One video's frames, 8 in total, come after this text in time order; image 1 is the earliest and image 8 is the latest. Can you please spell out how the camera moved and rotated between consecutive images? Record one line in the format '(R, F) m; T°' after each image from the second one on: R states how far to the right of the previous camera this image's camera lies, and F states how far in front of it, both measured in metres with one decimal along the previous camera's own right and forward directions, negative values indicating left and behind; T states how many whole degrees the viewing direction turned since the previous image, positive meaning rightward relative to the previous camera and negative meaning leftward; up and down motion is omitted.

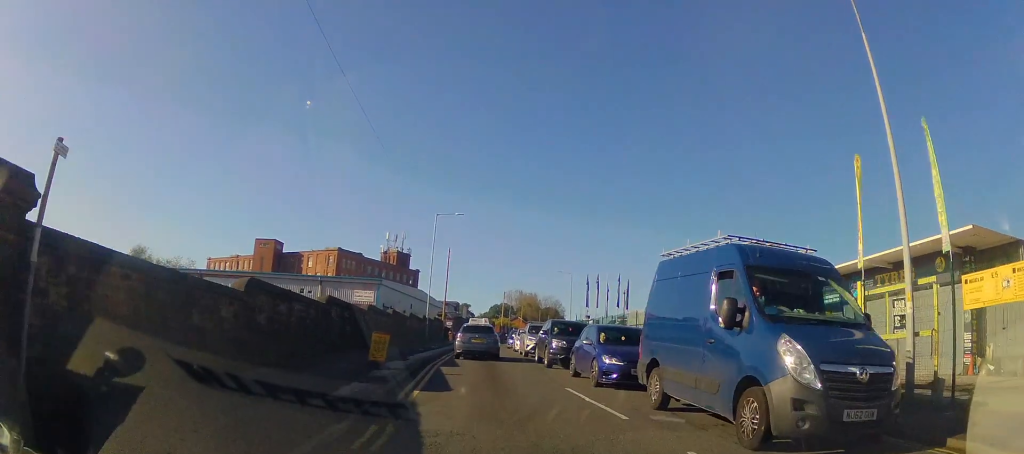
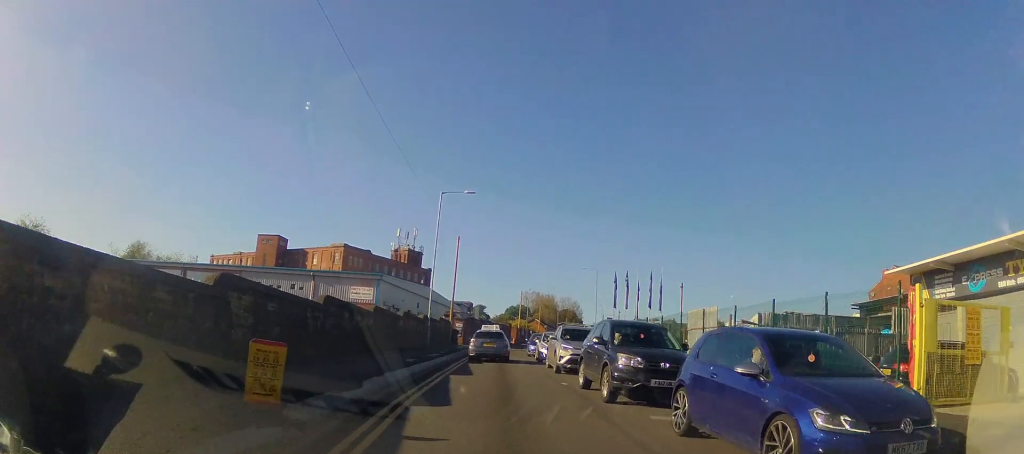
(+0.3, +8.3) m; +1°
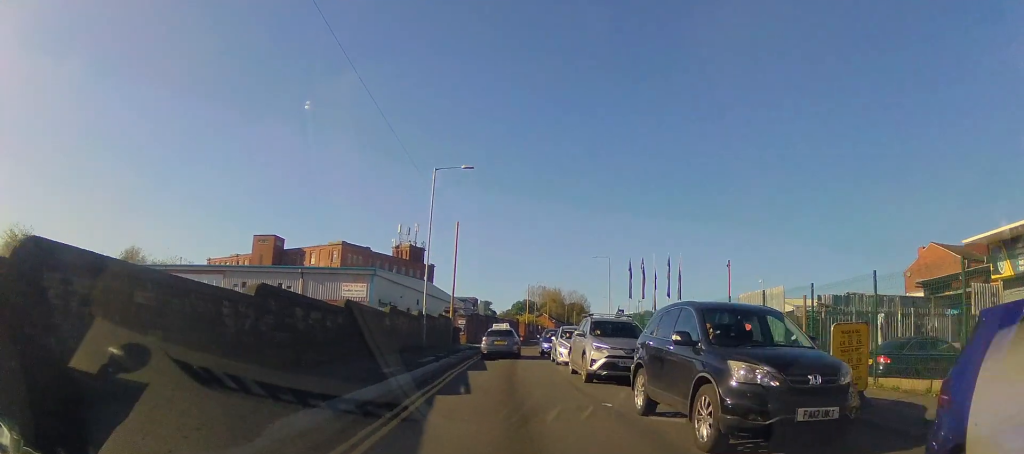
(-0.1, +5.1) m; +2°
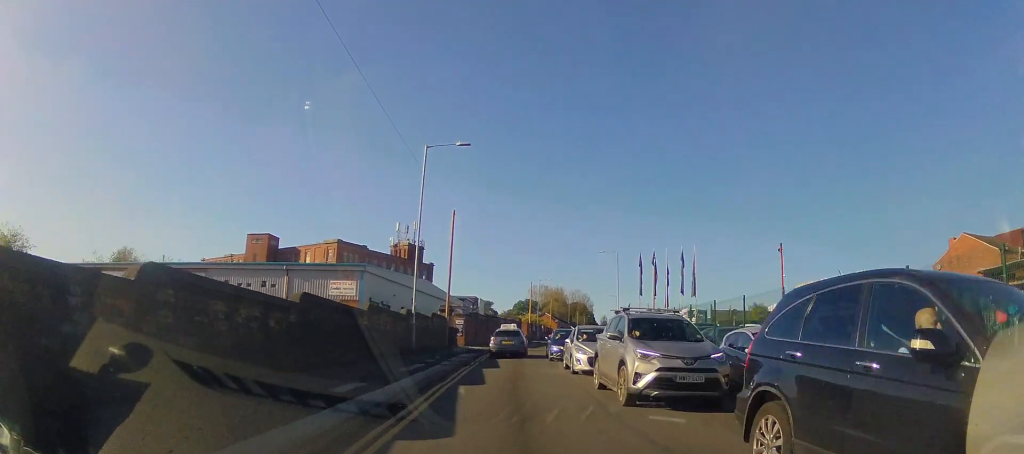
(-0.2, +4.2) m; +1°
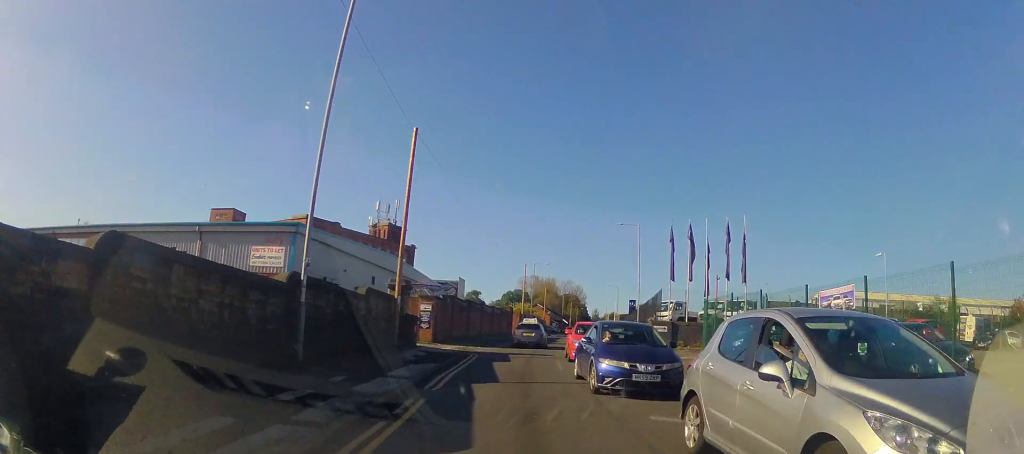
(+0.3, +14.0) m; -1°
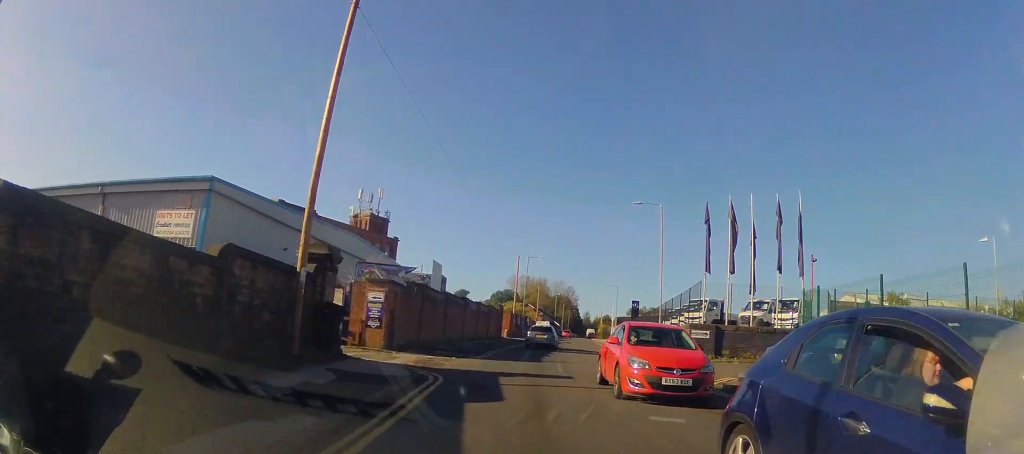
(0.0, +9.8) m; 0°
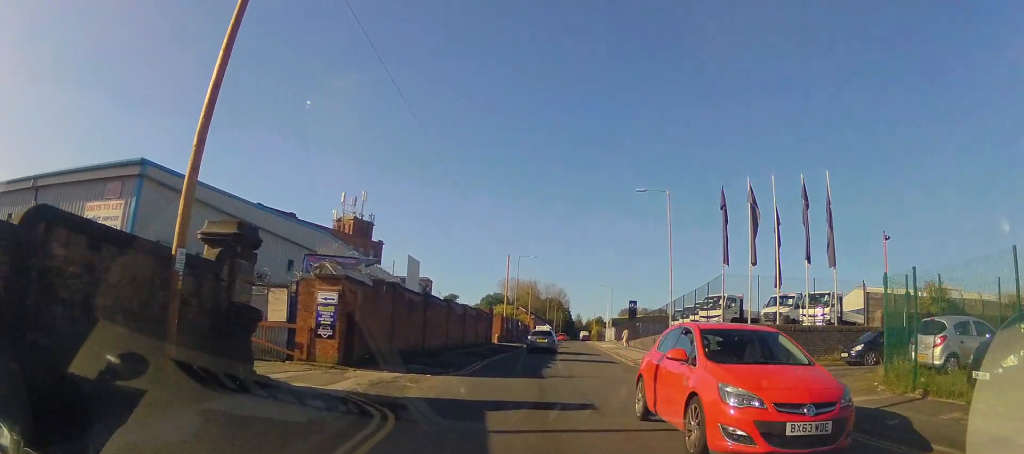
(0.0, +4.6) m; +1°
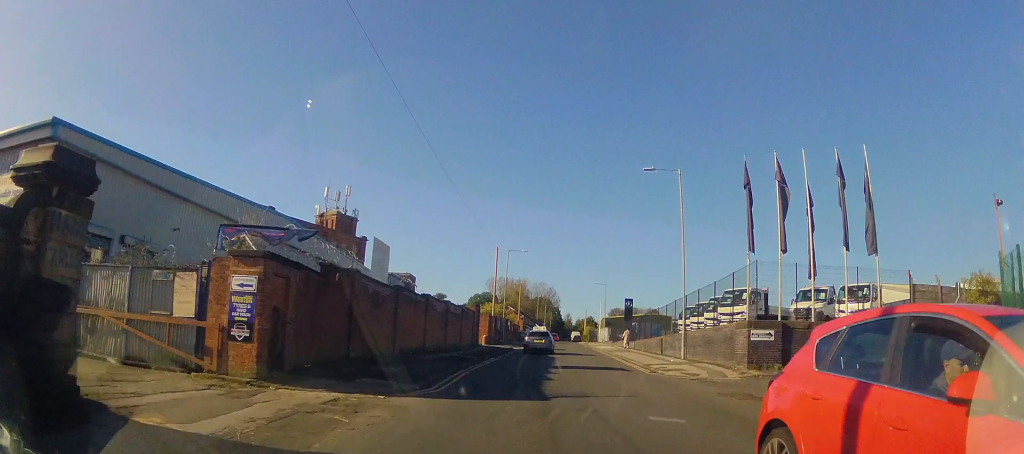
(-0.1, +4.6) m; +1°
